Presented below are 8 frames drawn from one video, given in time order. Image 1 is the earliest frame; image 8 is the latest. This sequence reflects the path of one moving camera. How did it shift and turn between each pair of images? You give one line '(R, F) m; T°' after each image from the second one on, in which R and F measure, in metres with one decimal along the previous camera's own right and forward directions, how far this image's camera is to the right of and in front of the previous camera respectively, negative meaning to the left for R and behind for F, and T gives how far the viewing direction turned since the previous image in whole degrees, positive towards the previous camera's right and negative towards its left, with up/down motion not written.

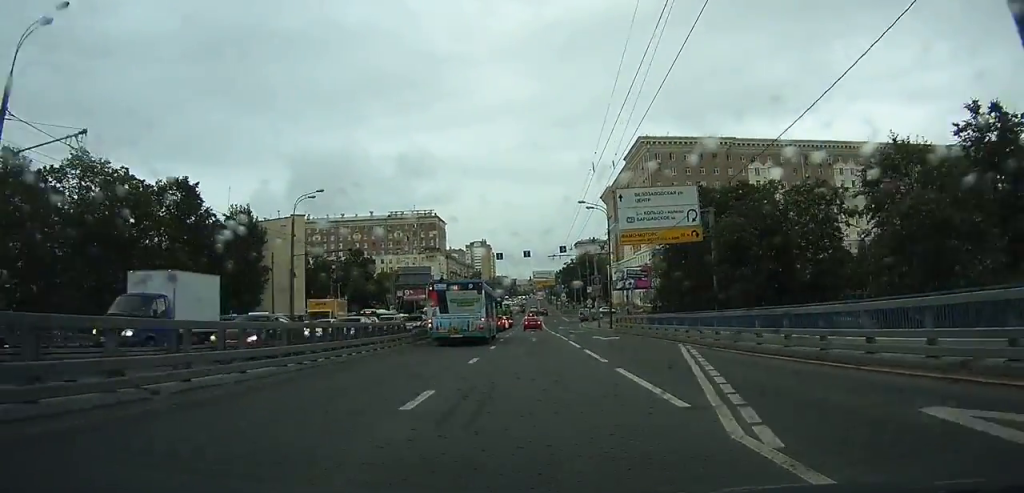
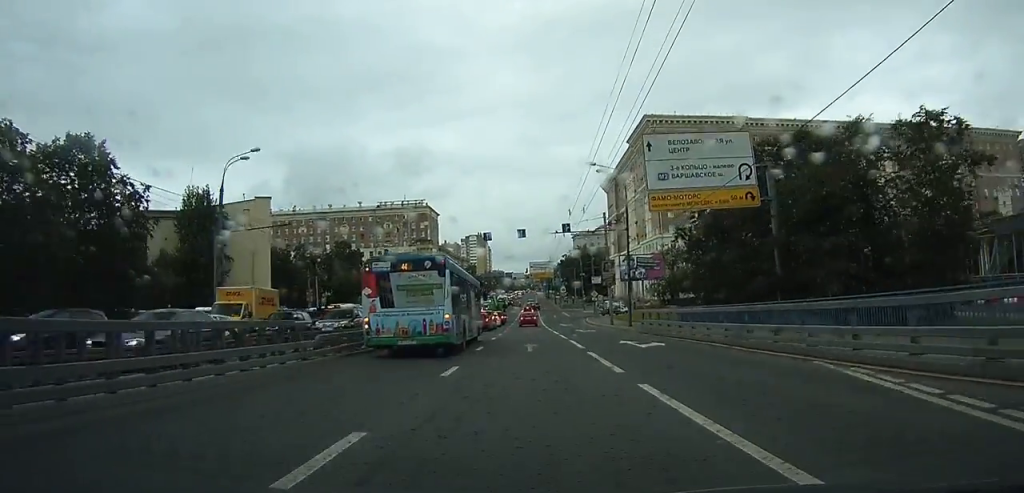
(0.0, +11.8) m; 0°
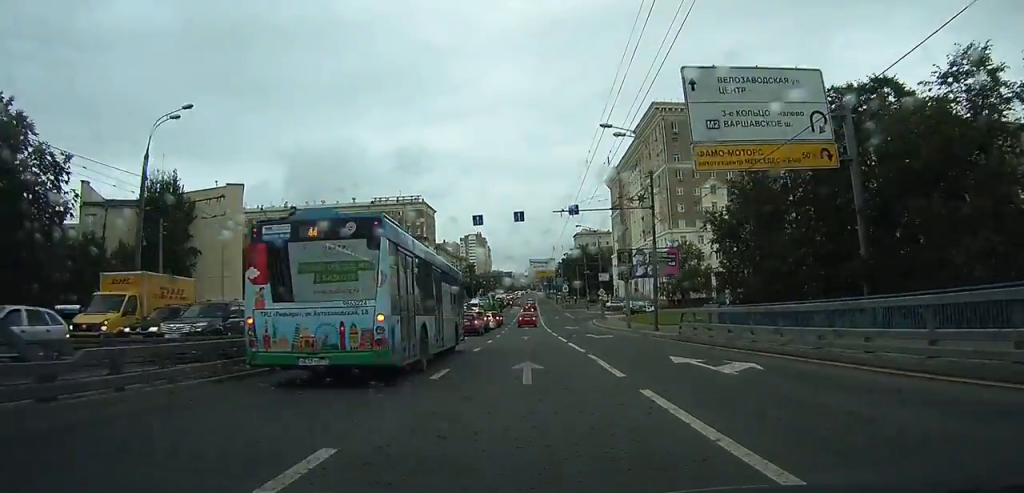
(0.0, +8.7) m; 0°
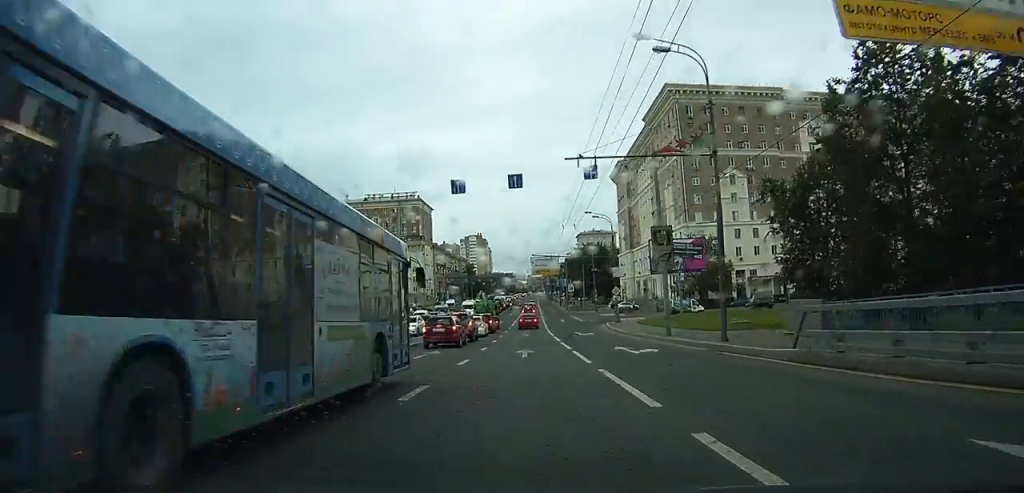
(0.0, +11.2) m; 0°
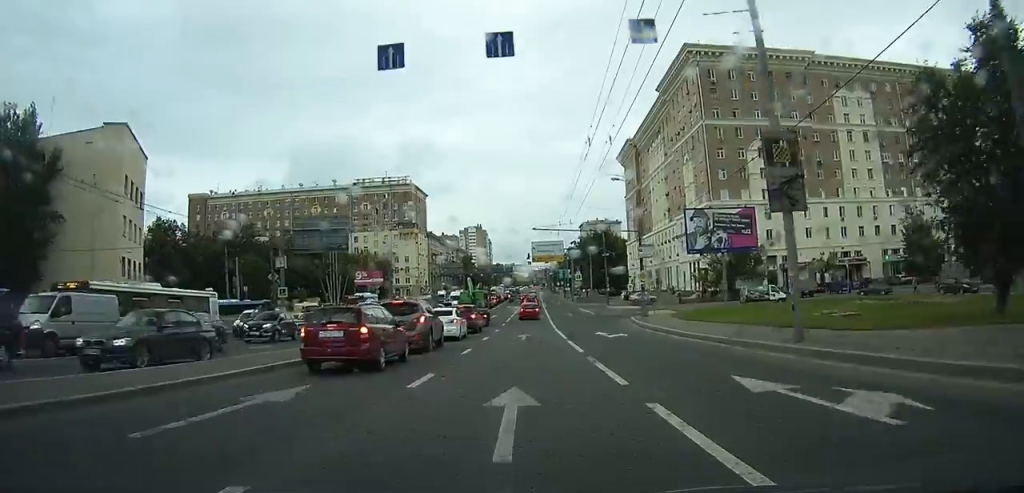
(+0.1, +14.3) m; 0°
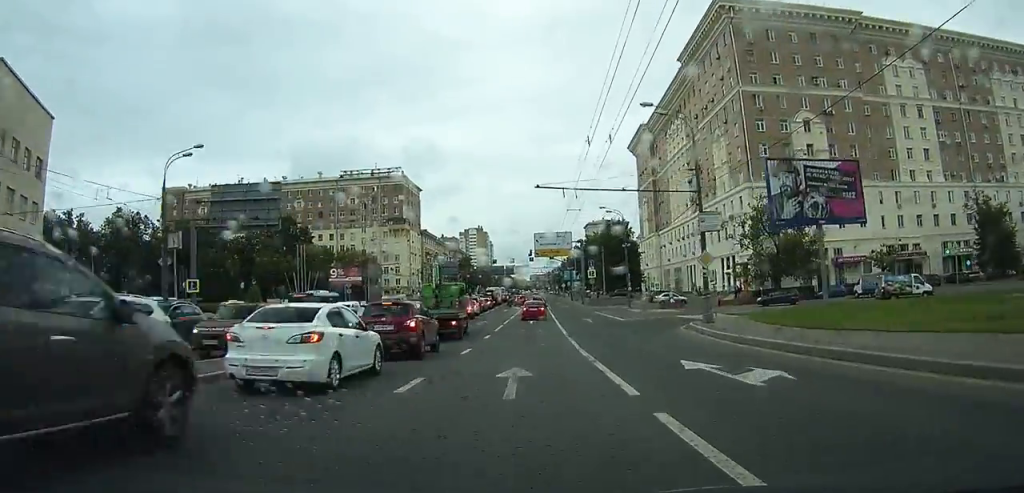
(-0.1, +16.6) m; 0°
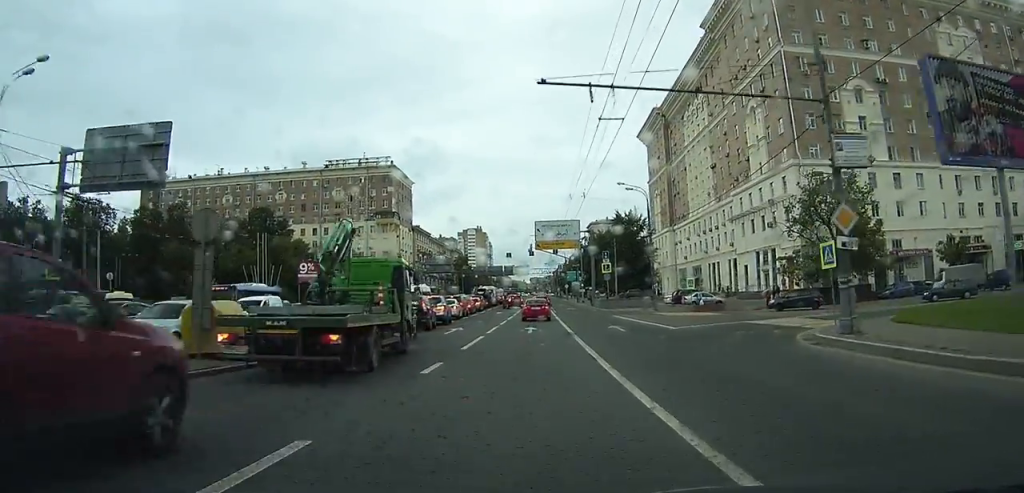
(0.0, +13.9) m; 0°
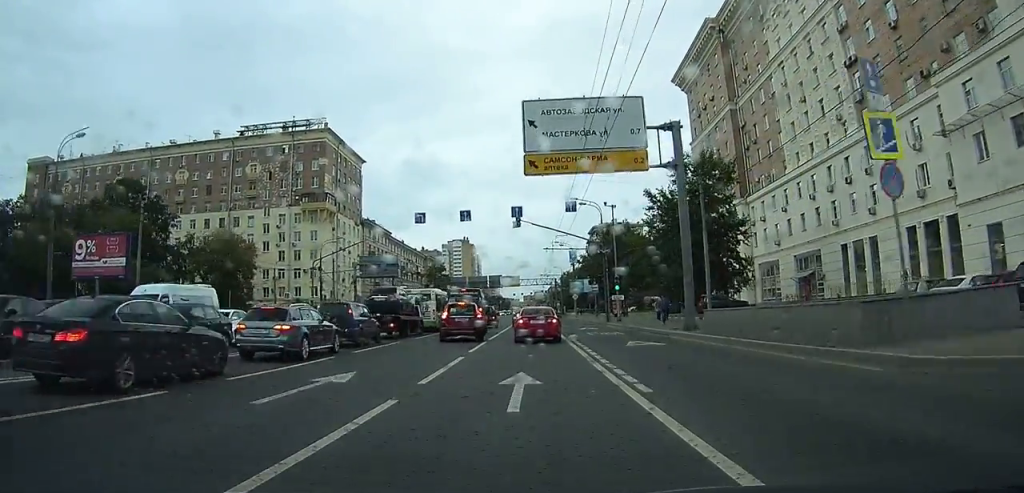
(+0.2, +48.1) m; +1°
